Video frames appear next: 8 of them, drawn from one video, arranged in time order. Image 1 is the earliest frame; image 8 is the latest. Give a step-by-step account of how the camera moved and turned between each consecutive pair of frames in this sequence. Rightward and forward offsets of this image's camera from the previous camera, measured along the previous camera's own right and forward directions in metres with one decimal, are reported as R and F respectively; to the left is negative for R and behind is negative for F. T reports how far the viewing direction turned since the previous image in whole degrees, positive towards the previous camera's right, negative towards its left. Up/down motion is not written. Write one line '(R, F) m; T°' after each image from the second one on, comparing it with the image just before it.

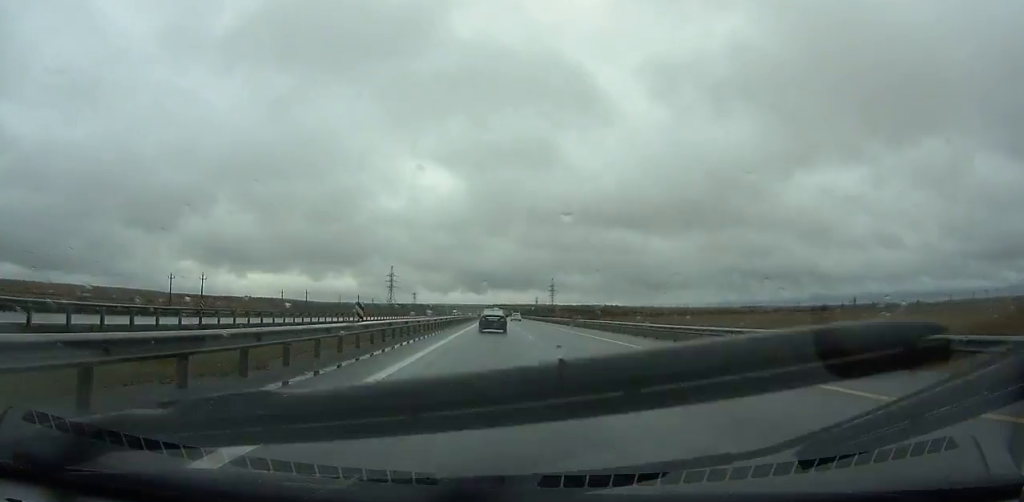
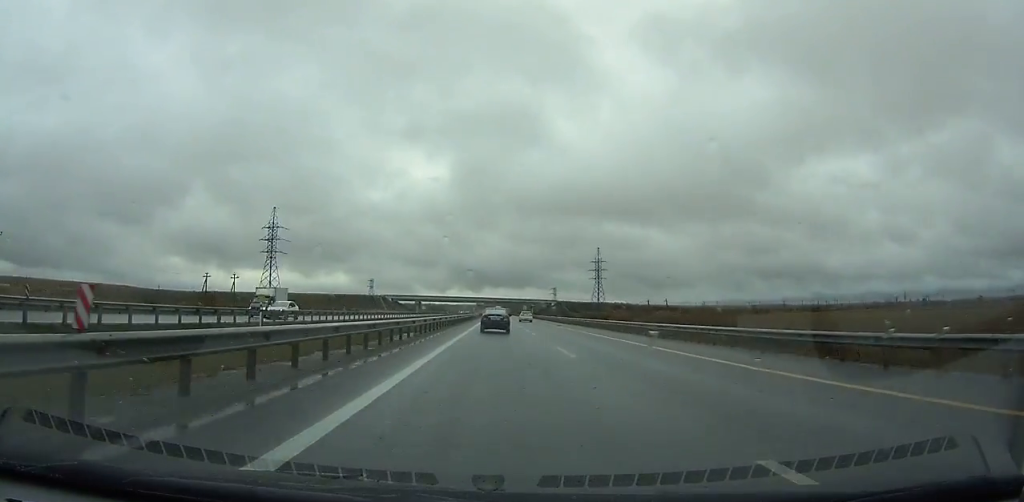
(+0.5, +173.2) m; 0°
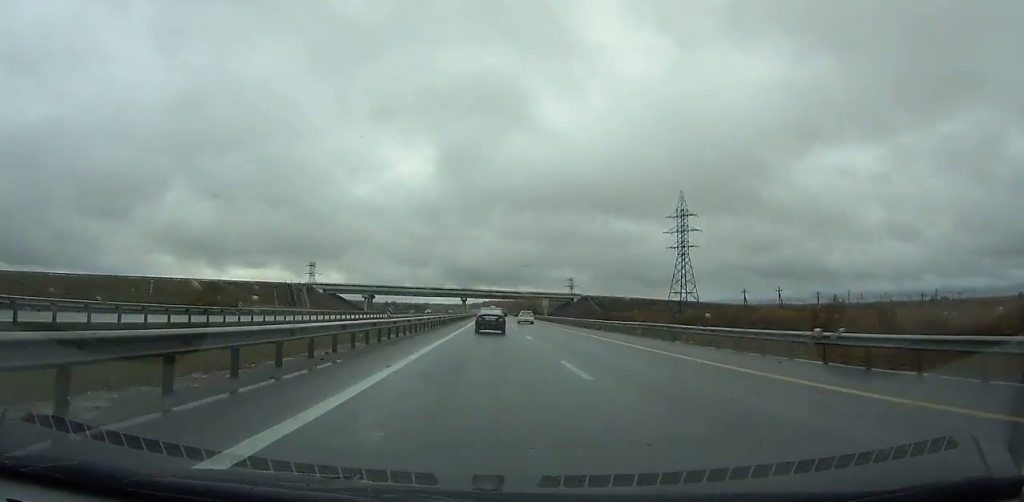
(0.0, +101.8) m; 0°
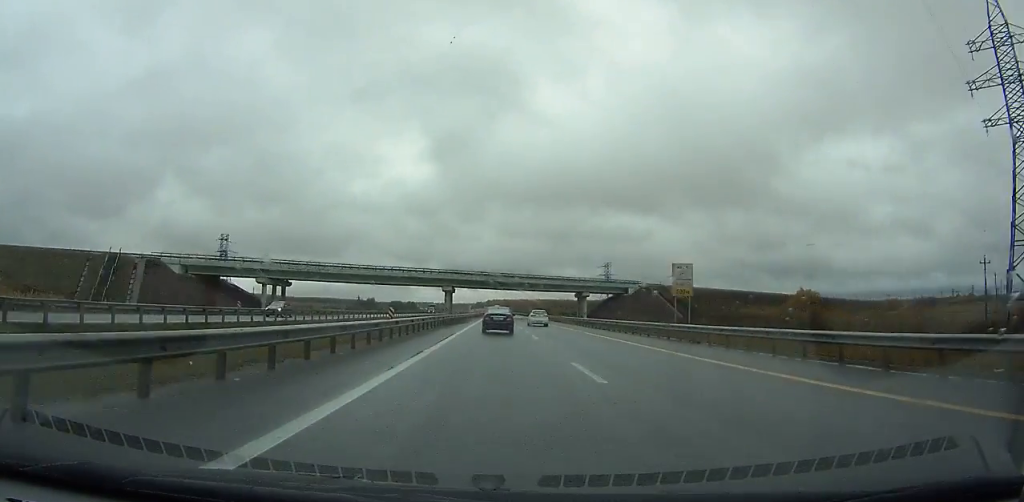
(-0.1, +80.0) m; 0°
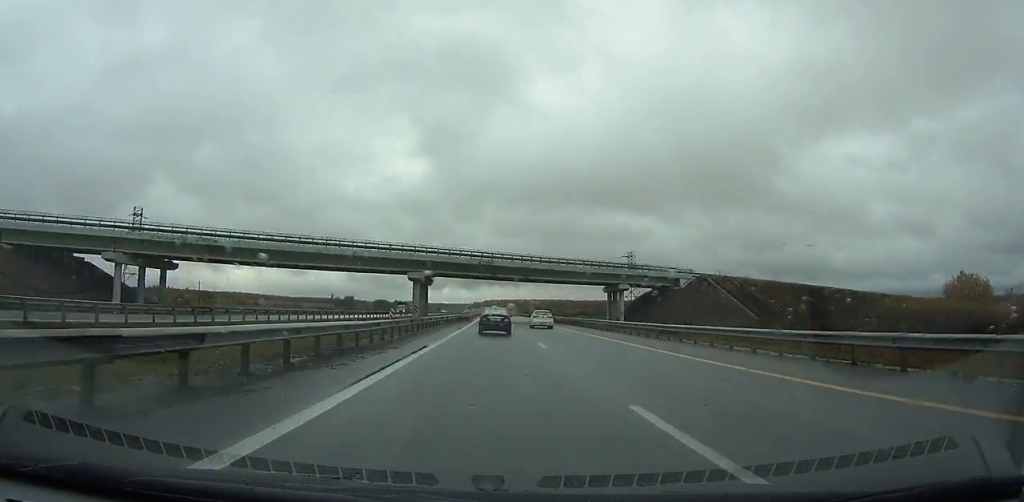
(0.0, +39.9) m; 0°
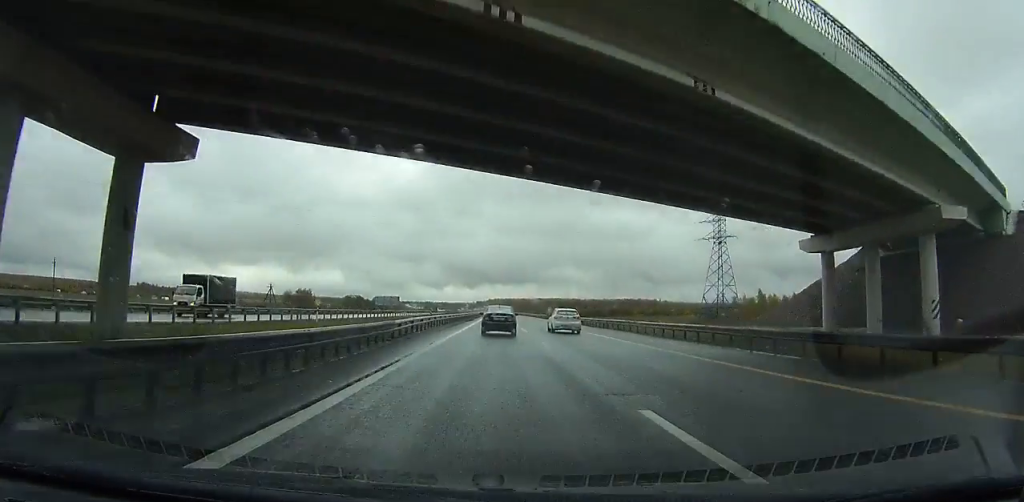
(0.0, +64.5) m; 0°
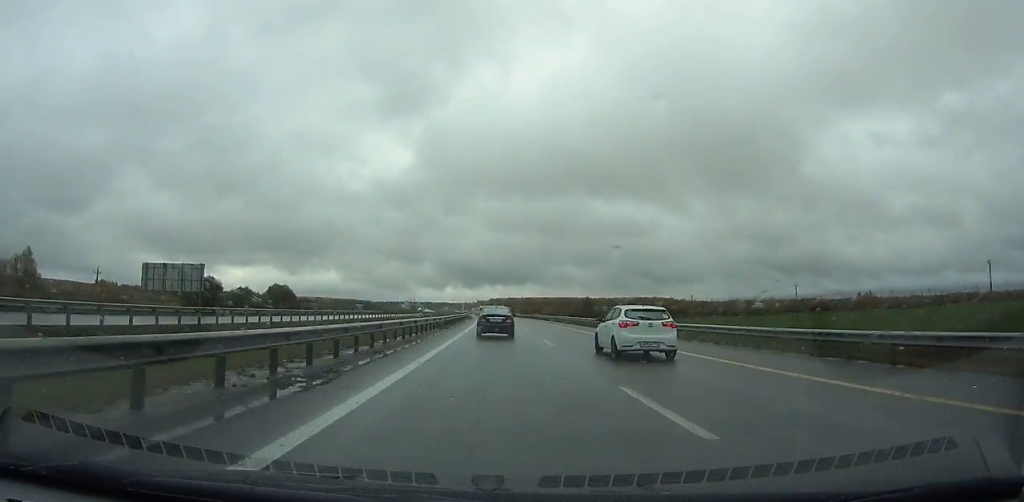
(-0.3, +125.8) m; -1°
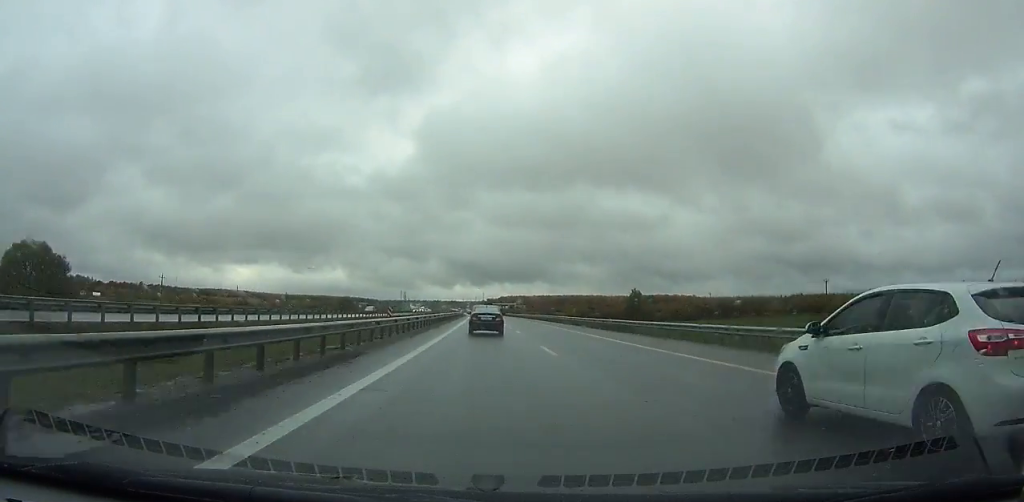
(-0.4, +86.0) m; -1°
